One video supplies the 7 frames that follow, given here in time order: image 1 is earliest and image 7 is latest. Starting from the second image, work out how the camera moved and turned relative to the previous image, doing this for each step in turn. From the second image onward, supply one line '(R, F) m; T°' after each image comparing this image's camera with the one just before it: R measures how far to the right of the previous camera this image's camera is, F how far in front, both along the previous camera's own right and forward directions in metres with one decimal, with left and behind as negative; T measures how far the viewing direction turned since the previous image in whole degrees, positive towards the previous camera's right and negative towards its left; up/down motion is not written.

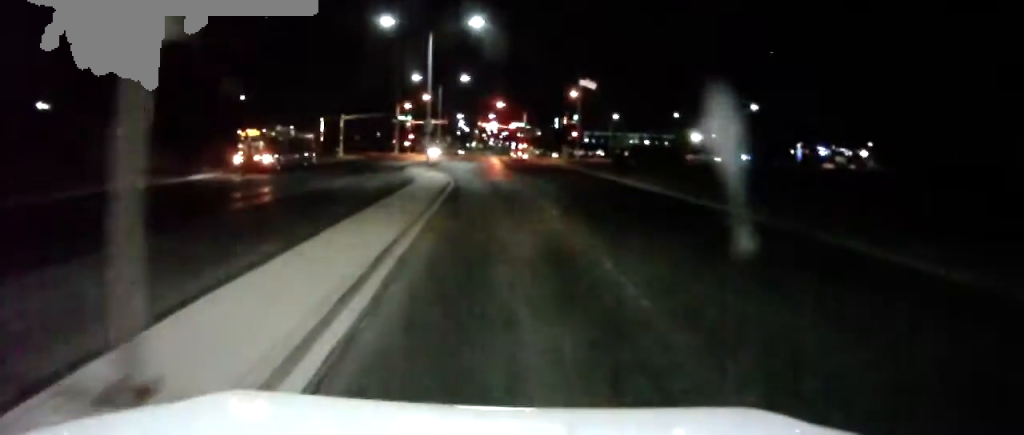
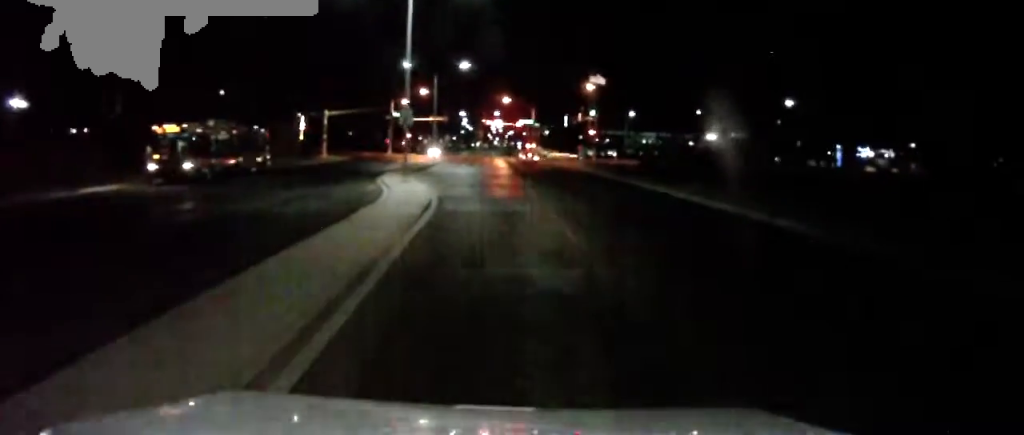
(-0.5, +11.5) m; -3°
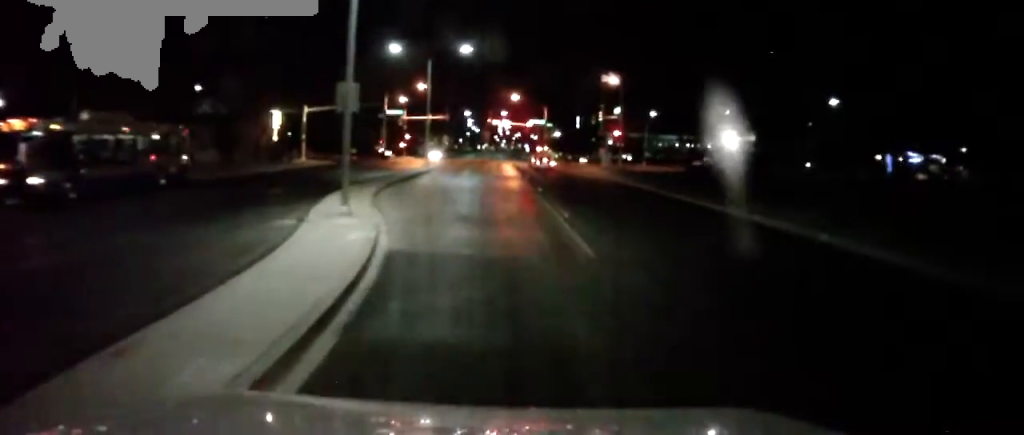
(-0.3, +12.0) m; -1°
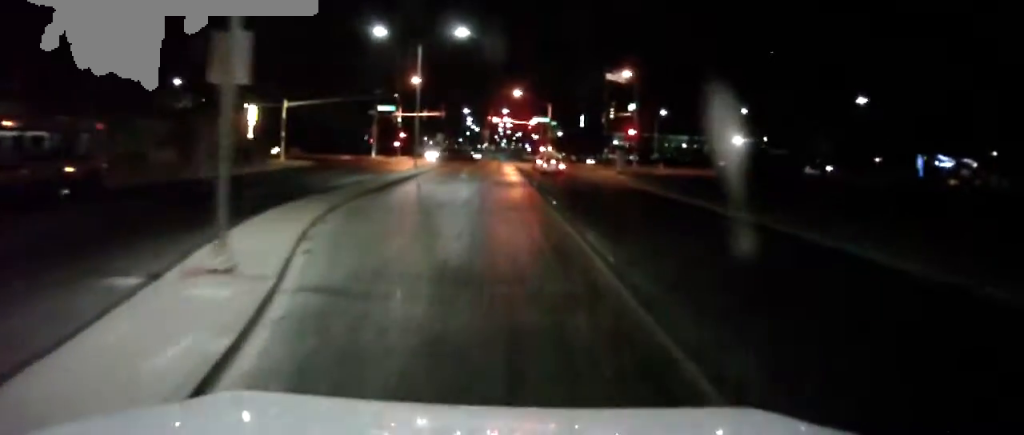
(0.0, +7.5) m; 0°
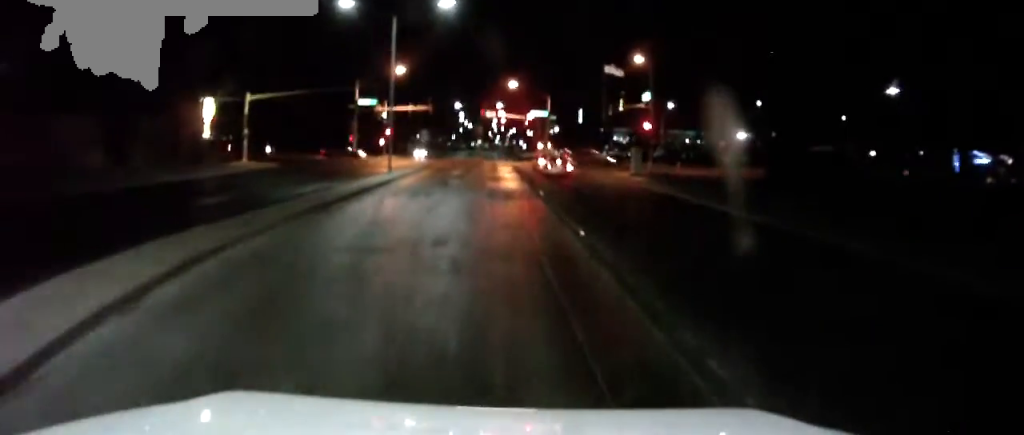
(0.0, +8.5) m; 0°
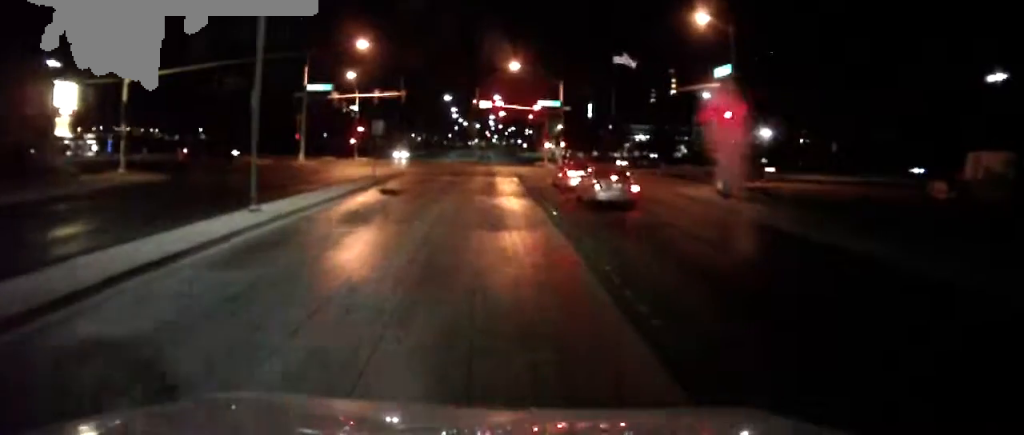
(0.0, +19.9) m; 0°
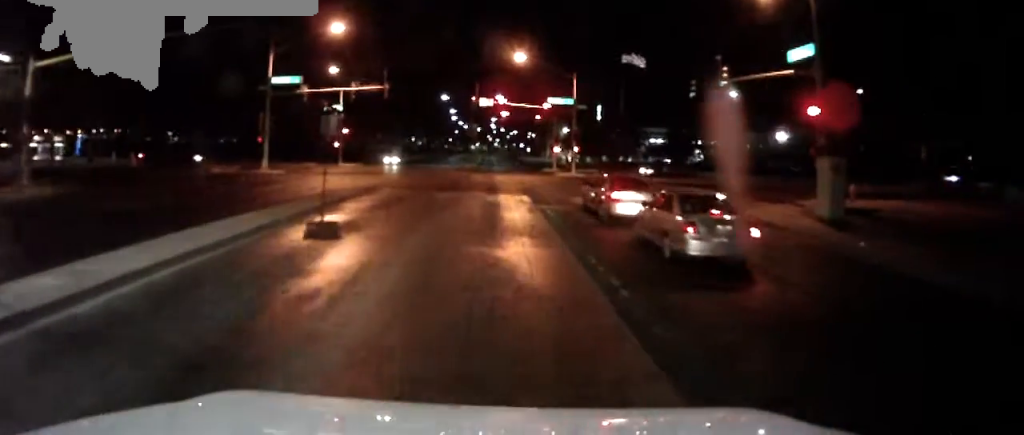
(0.0, +9.6) m; -3°
